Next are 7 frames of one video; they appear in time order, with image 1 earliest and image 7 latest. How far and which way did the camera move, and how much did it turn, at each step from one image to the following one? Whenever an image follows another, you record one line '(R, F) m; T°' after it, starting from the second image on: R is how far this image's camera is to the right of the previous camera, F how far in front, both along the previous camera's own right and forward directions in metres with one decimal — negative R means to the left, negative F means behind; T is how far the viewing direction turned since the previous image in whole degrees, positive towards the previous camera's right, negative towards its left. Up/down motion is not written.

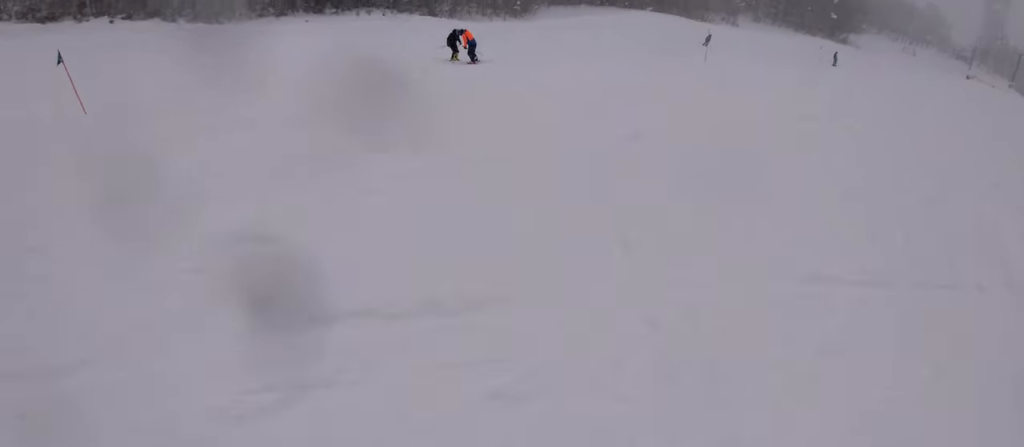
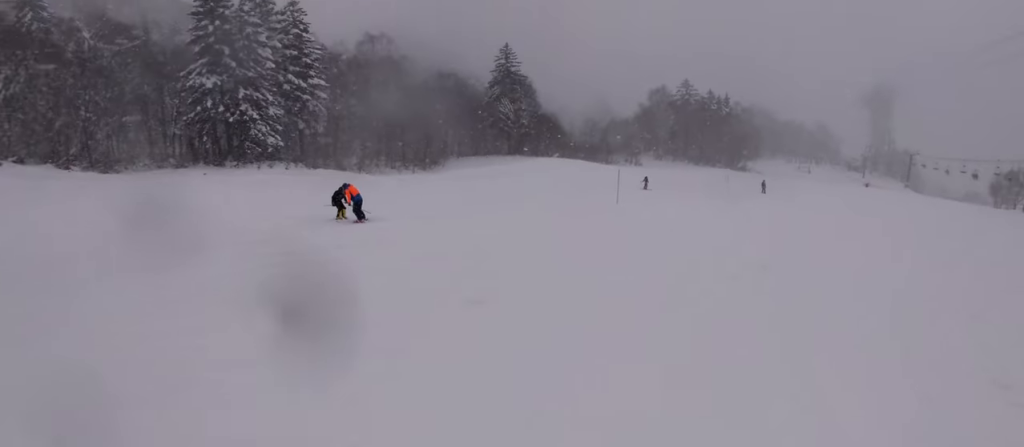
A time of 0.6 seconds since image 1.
(+0.2, +3.4) m; +6°
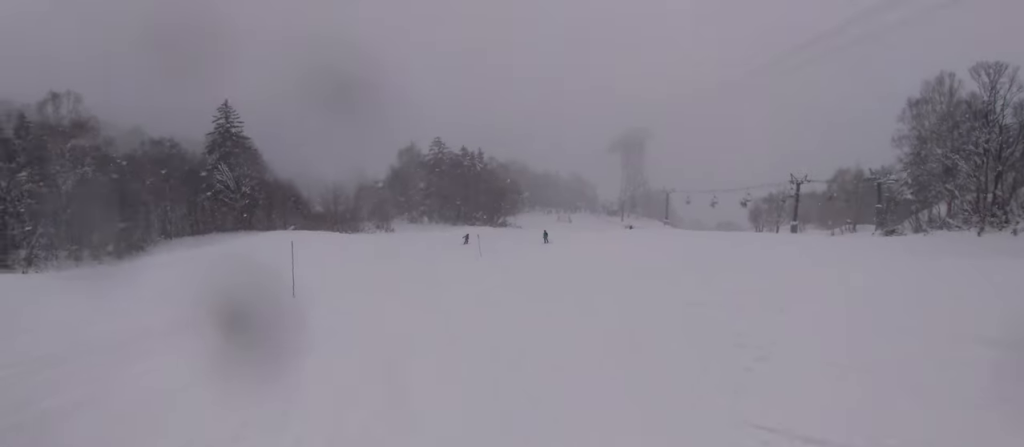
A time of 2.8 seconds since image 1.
(+0.7, +11.5) m; +1°
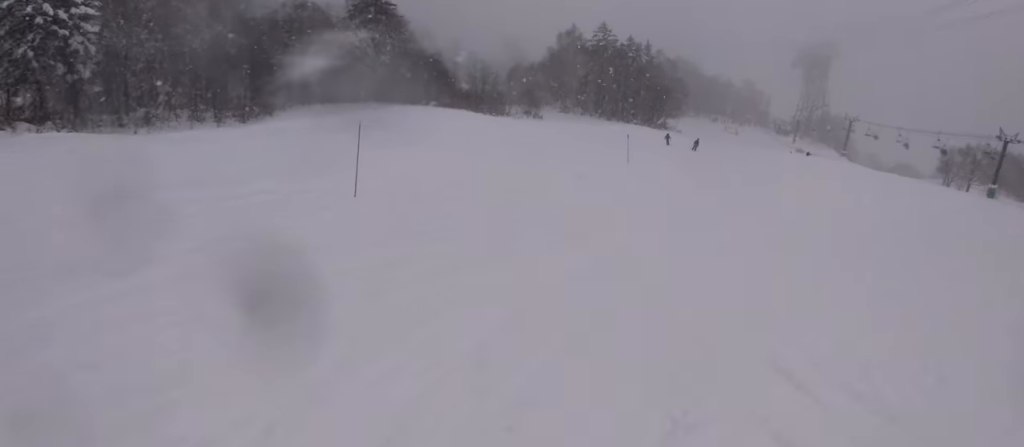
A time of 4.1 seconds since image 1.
(-0.6, +6.6) m; -1°
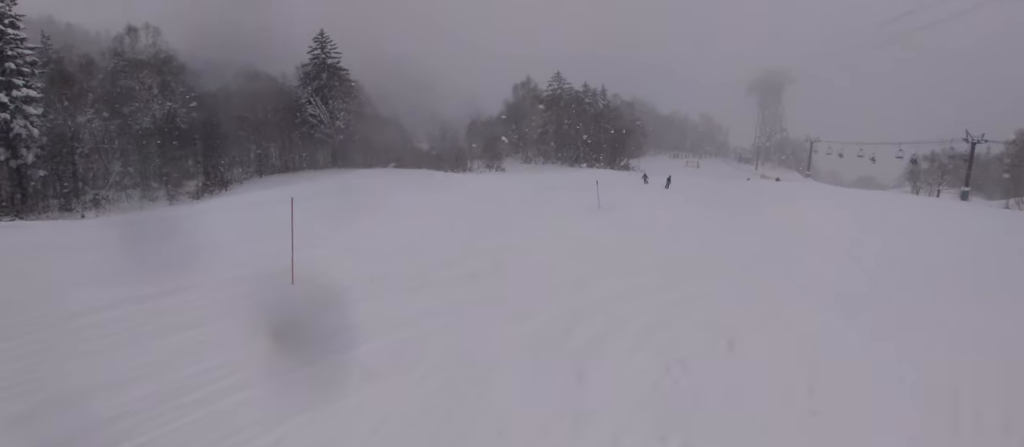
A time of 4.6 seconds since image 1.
(0.0, +2.9) m; +5°
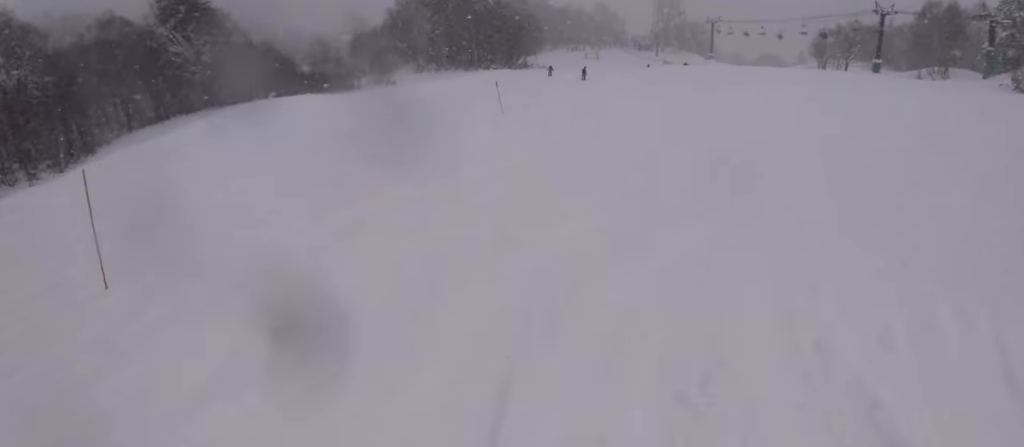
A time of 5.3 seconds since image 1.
(+0.7, +3.7) m; +12°
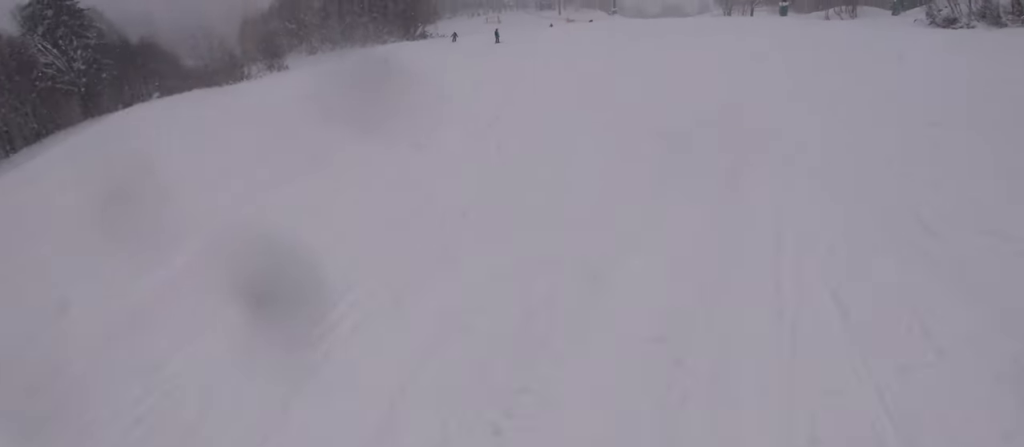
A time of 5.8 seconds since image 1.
(+0.1, +3.1) m; +2°
